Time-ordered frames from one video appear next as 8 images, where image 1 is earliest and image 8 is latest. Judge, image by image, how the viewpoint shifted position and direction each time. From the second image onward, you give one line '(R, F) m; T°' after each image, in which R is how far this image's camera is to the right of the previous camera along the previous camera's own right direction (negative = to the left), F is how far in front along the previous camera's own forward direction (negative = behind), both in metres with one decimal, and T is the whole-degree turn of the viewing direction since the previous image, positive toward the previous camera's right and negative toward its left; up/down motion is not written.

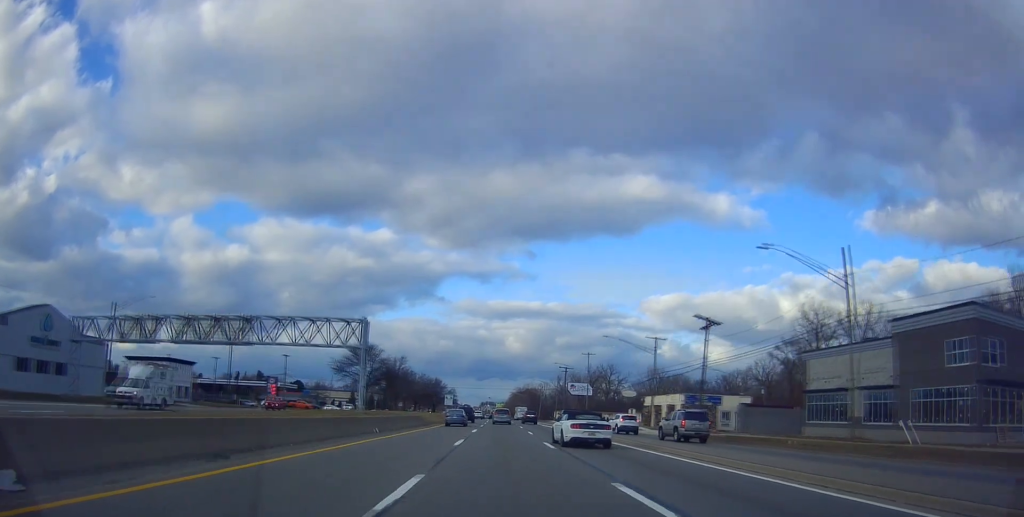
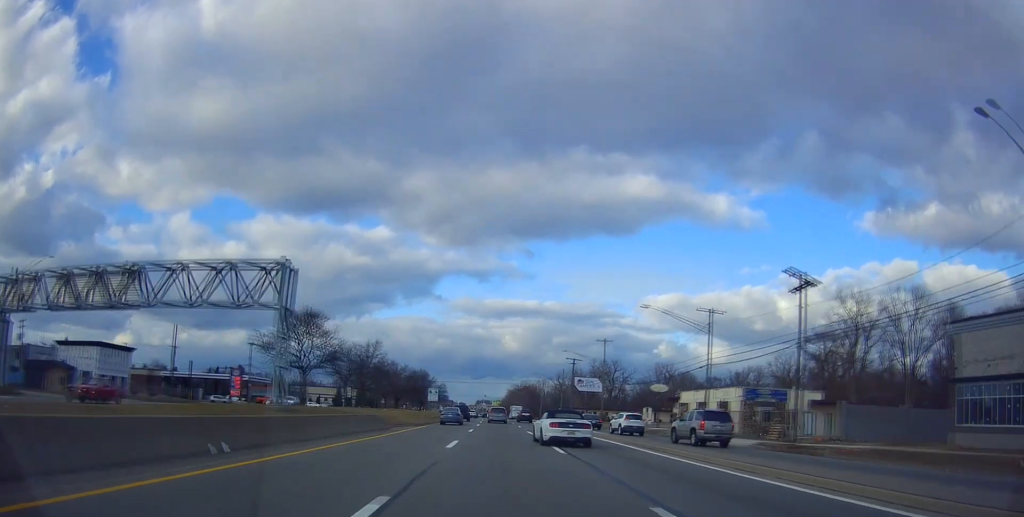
(+0.6, +18.3) m; 0°
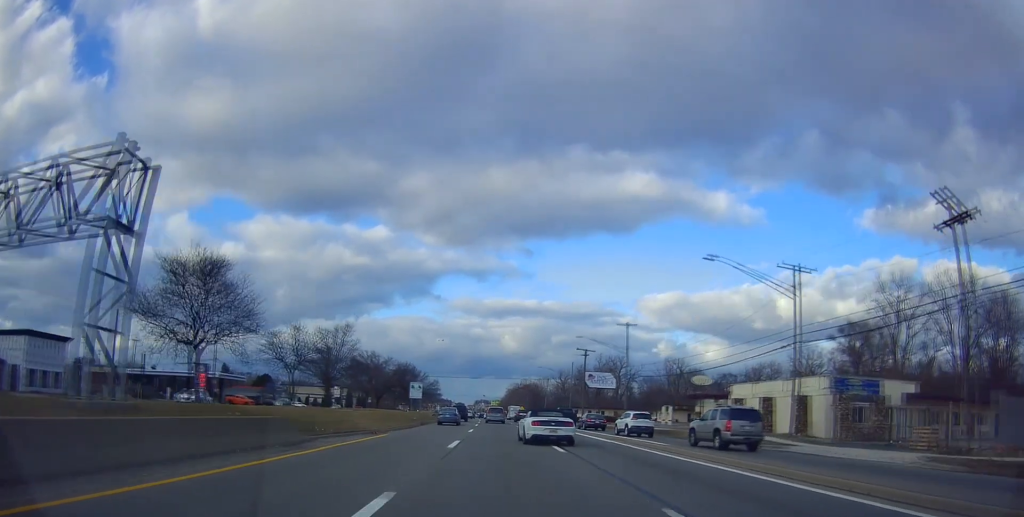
(-0.2, +15.4) m; -1°
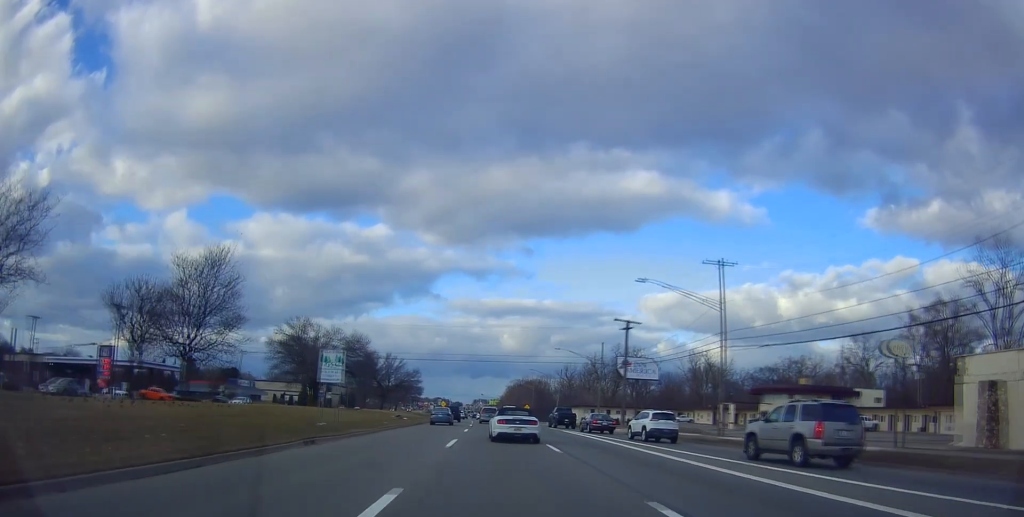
(-0.6, +30.4) m; -1°
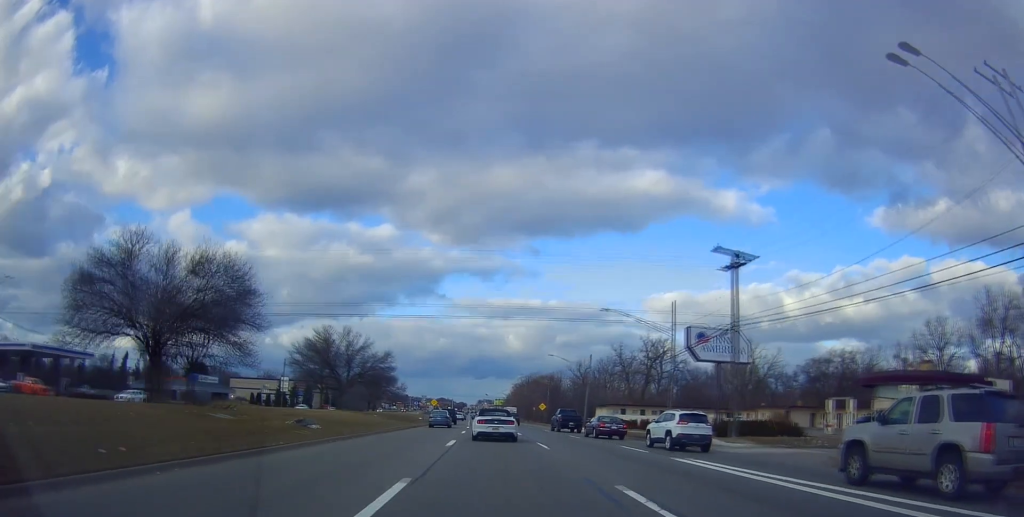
(+0.4, +28.9) m; +2°
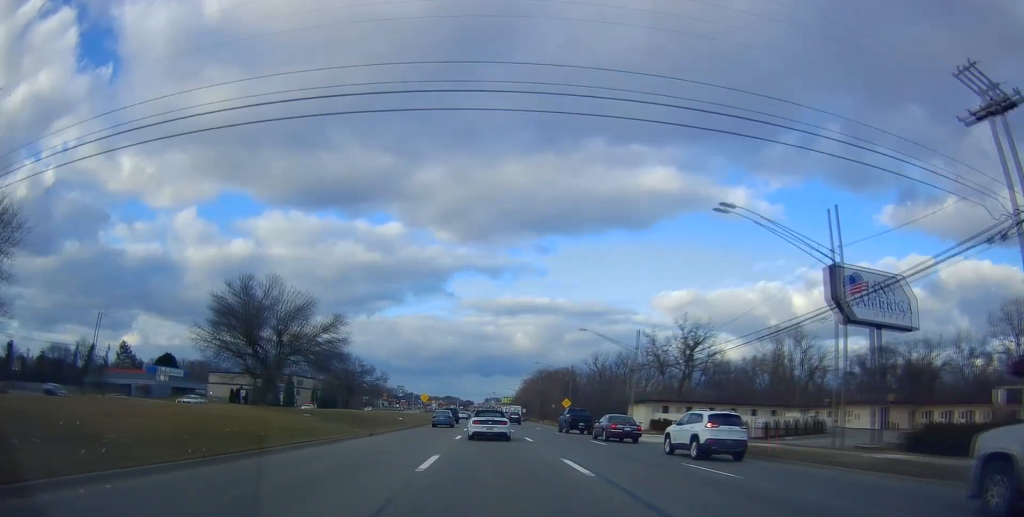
(+0.3, +23.7) m; -1°
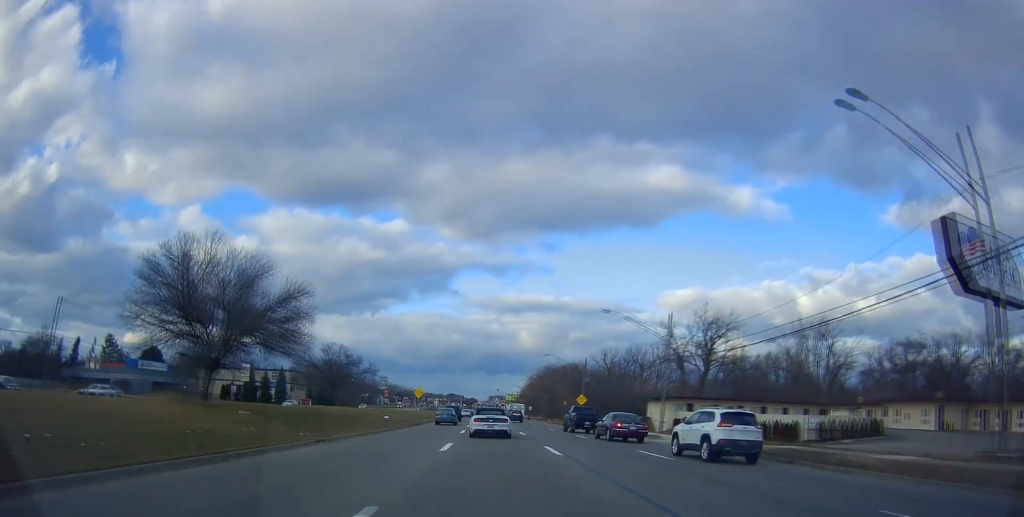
(-0.2, +9.7) m; -1°
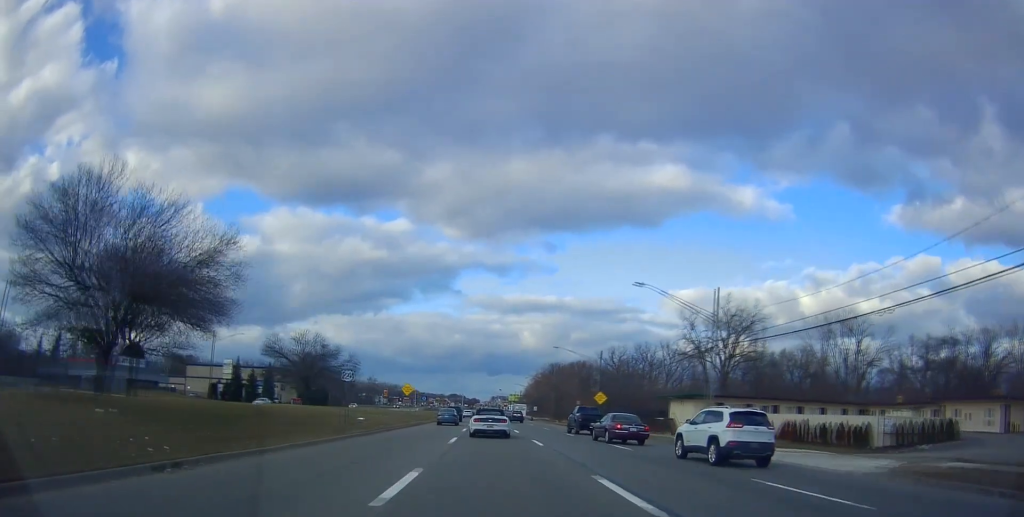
(-0.1, +10.4) m; -1°
